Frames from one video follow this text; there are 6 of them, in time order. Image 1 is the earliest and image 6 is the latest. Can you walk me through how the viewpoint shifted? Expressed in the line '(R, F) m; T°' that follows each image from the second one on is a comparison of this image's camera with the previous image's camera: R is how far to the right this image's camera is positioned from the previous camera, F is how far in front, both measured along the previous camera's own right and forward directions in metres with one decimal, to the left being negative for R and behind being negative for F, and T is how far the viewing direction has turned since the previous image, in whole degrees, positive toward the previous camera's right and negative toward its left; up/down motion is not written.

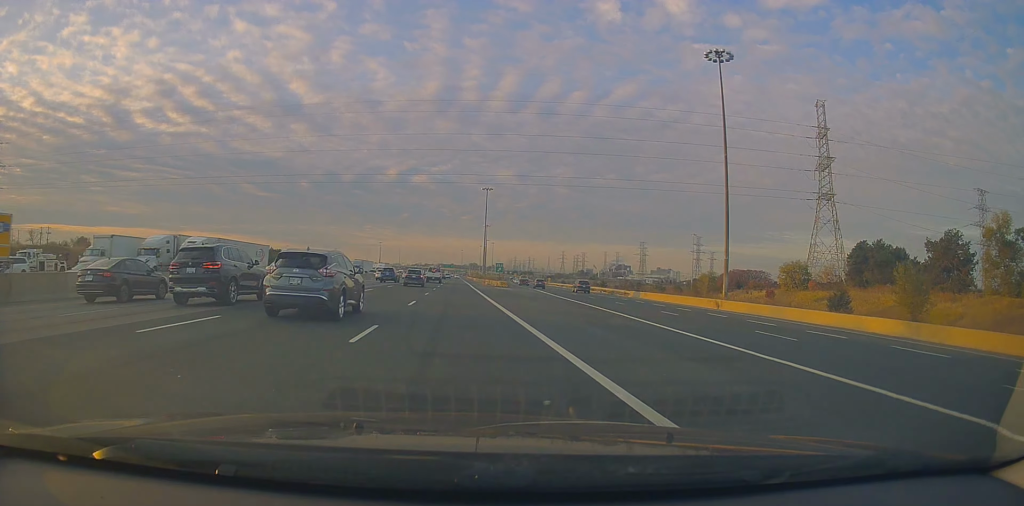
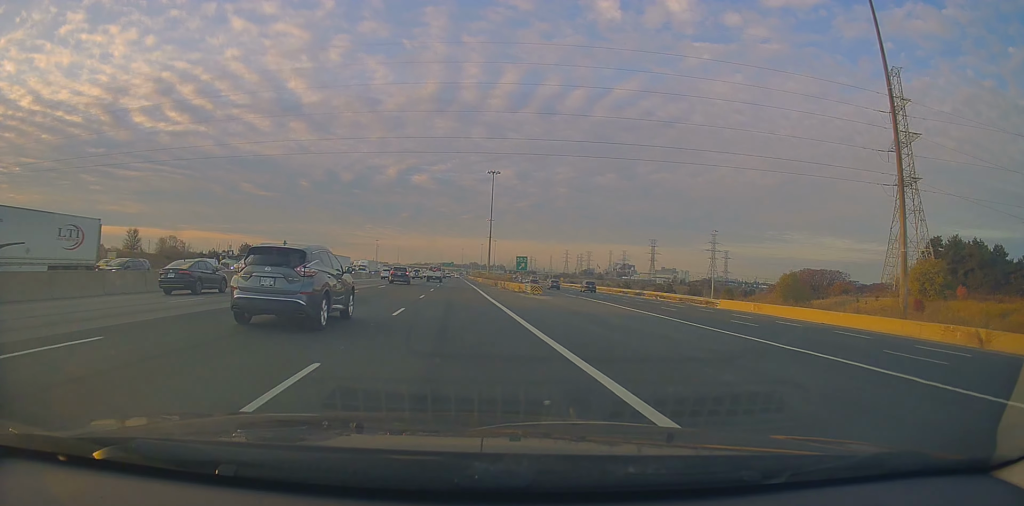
(-0.8, +29.6) m; -2°
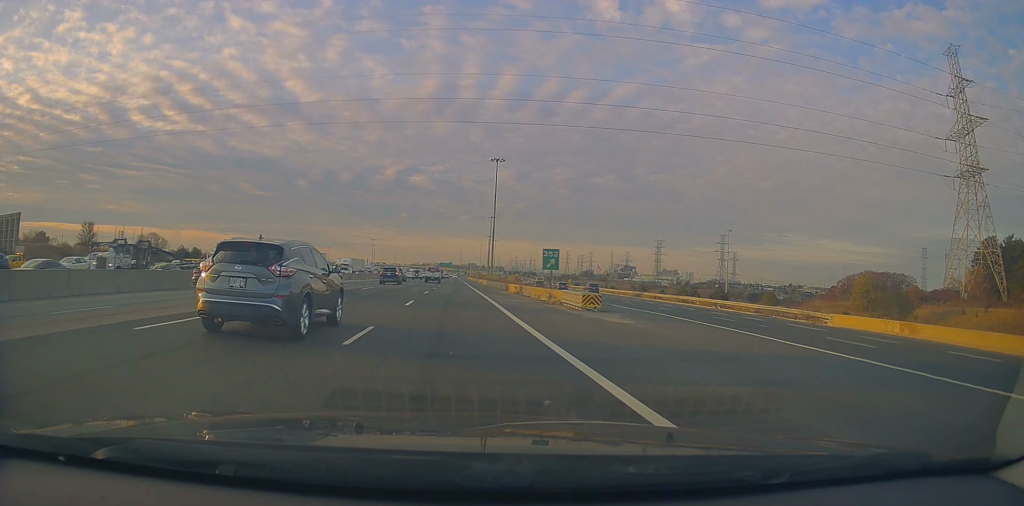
(-0.2, +18.8) m; +1°
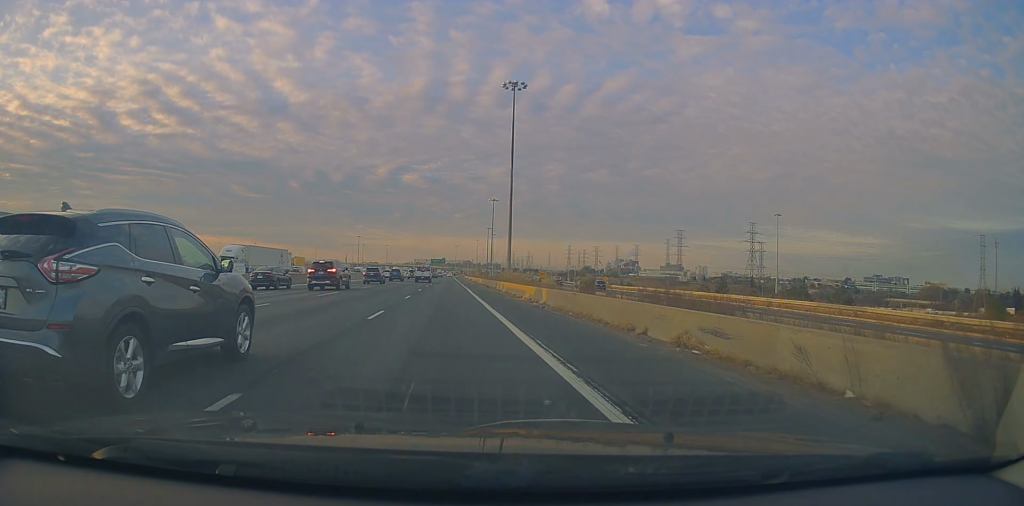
(+1.2, +54.8) m; +1°
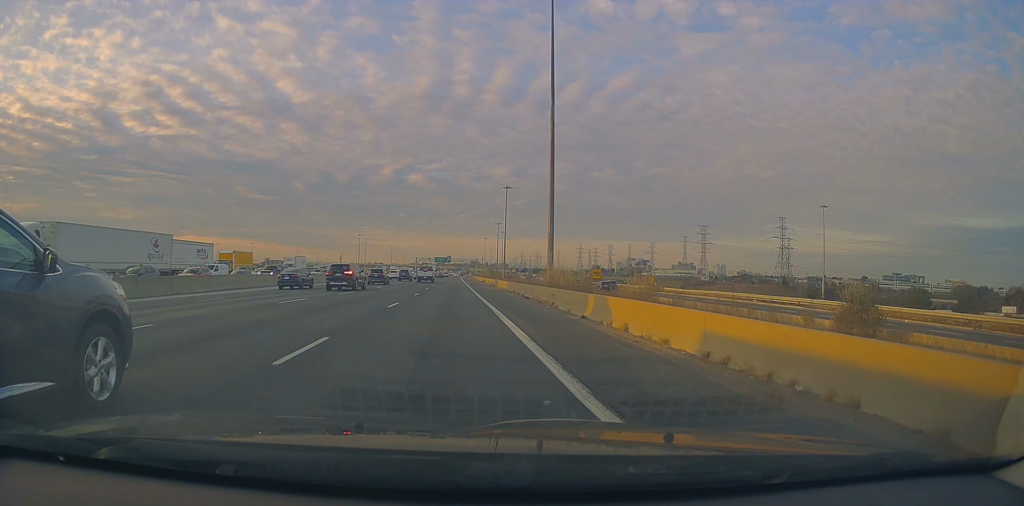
(-0.1, +31.2) m; -1°
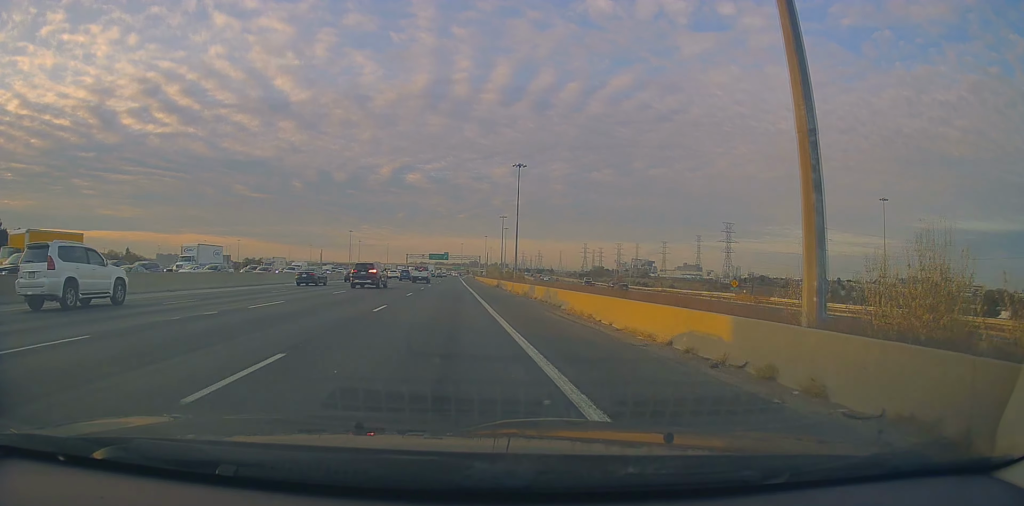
(-0.2, +38.1) m; 0°
